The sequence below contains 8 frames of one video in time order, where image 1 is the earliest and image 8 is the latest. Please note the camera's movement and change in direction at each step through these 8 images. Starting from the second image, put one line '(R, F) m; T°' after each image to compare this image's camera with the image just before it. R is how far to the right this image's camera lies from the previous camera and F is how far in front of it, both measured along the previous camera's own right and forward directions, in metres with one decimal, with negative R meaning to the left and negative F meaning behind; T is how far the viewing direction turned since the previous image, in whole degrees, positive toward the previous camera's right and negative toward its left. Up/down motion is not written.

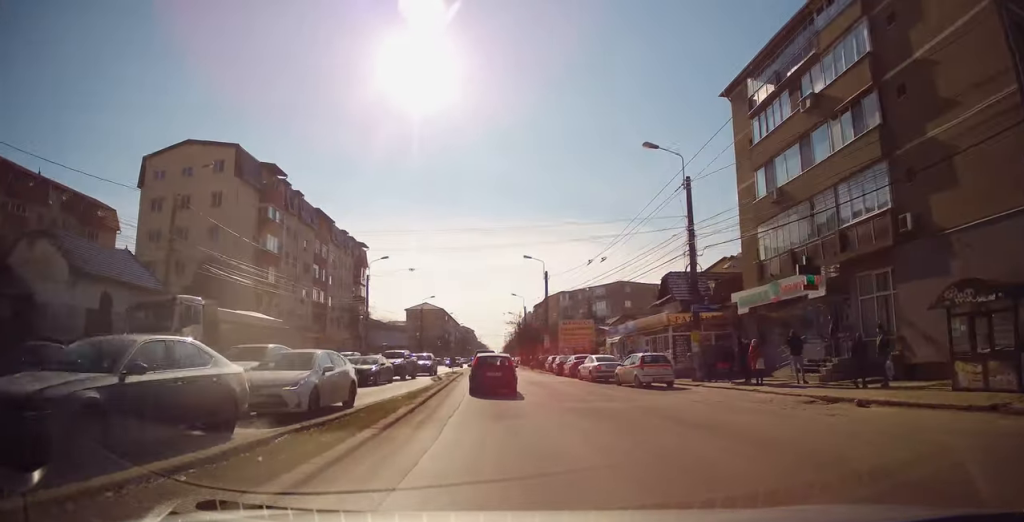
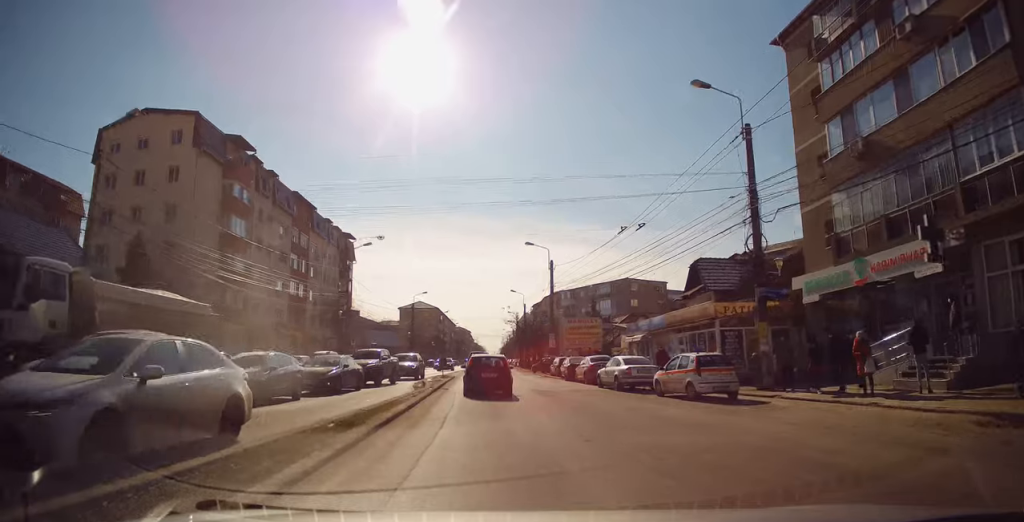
(-0.2, +6.1) m; 0°
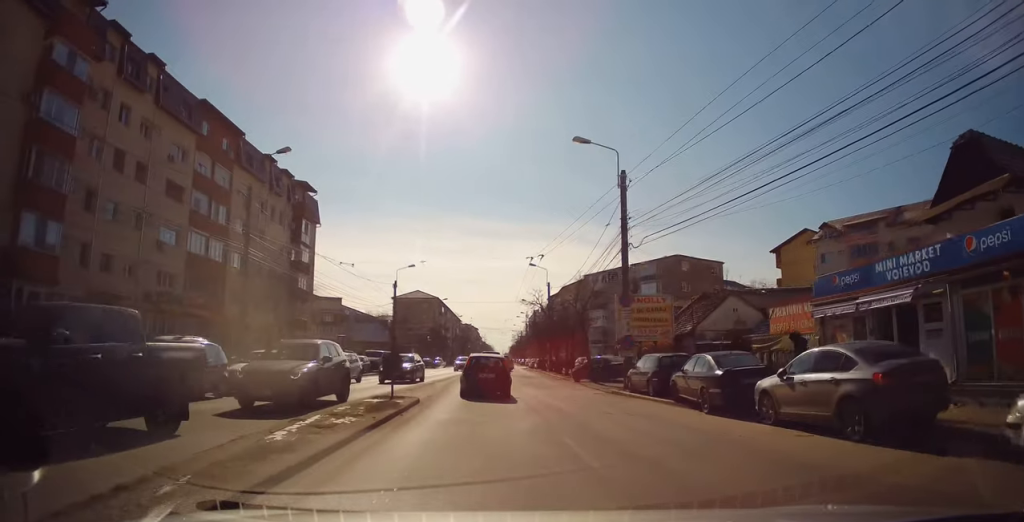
(+0.6, +20.7) m; 0°
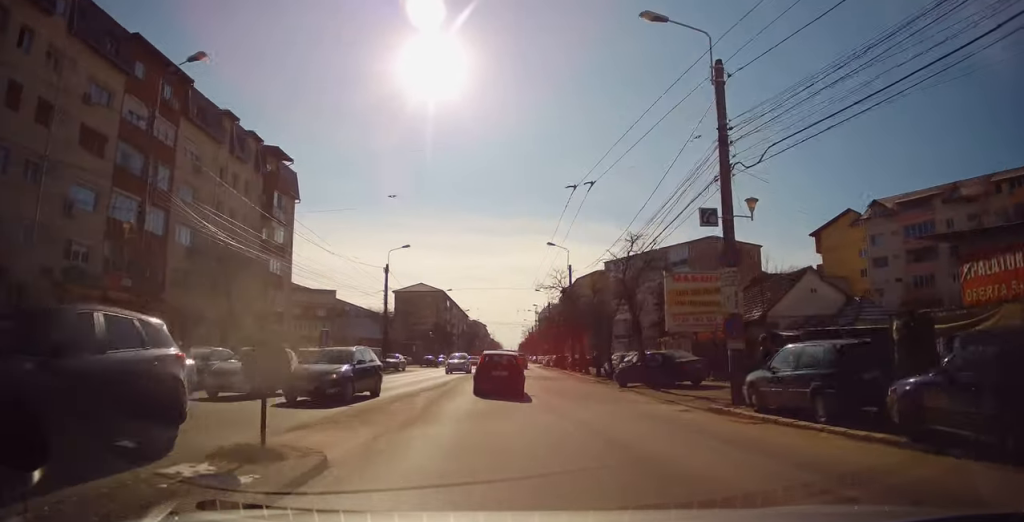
(-0.3, +9.2) m; -1°
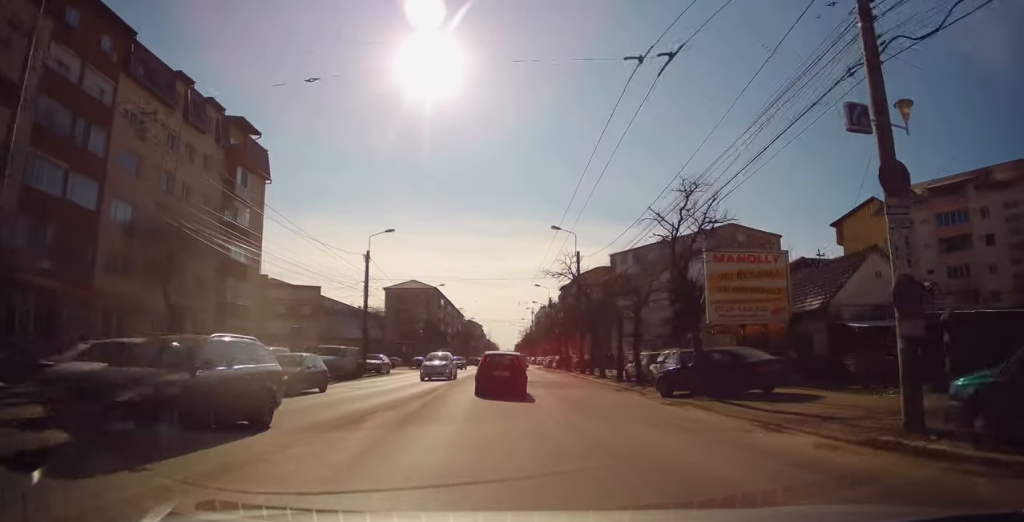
(-0.1, +6.1) m; 0°
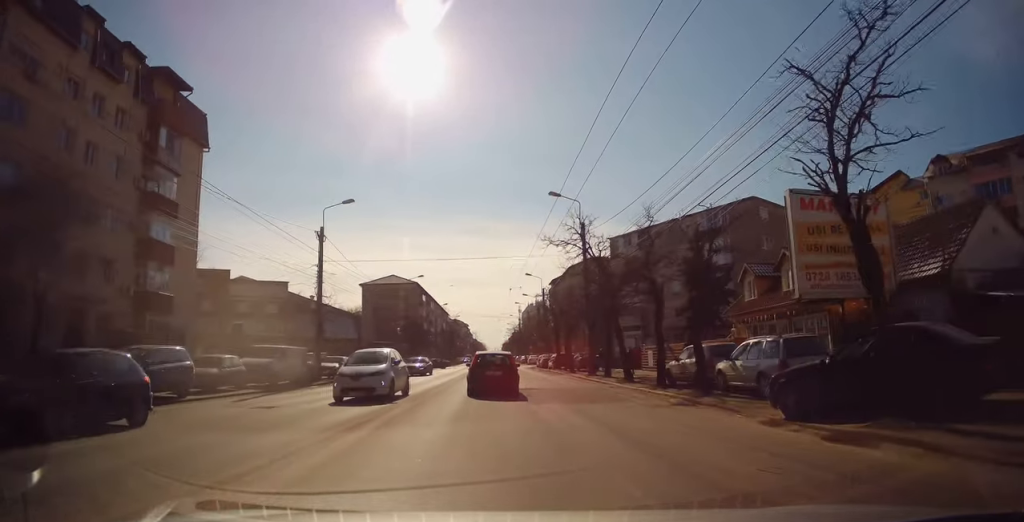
(+0.3, +8.4) m; 0°
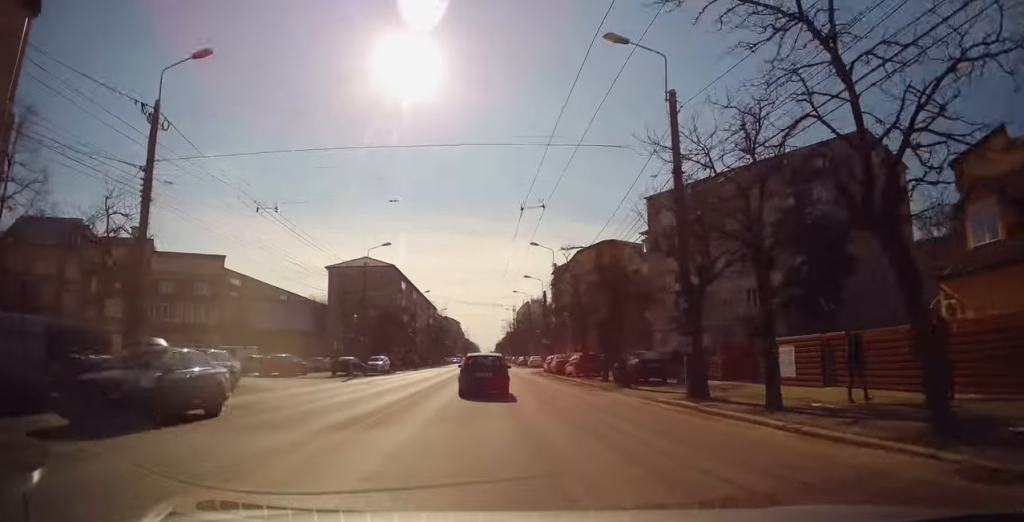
(-0.1, +17.8) m; +1°
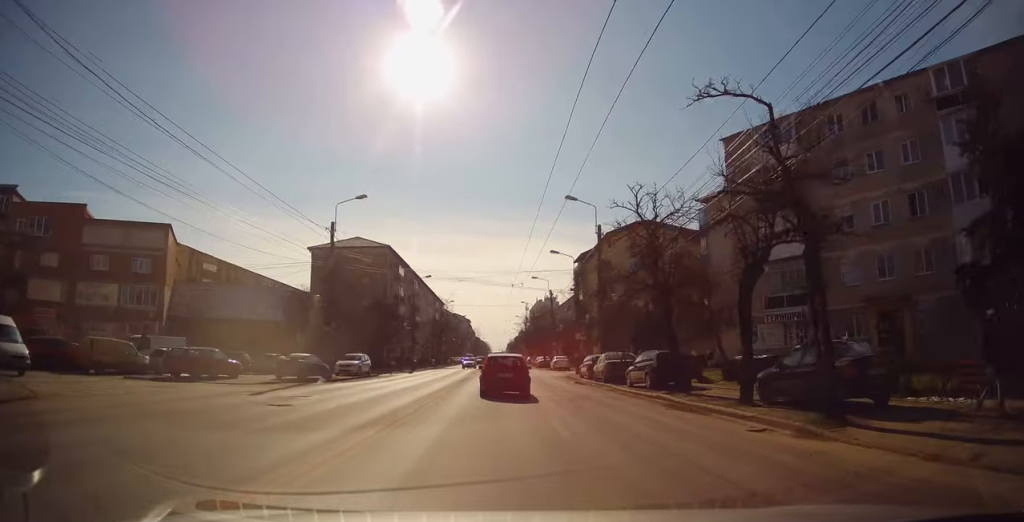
(+0.2, +13.3) m; 0°
